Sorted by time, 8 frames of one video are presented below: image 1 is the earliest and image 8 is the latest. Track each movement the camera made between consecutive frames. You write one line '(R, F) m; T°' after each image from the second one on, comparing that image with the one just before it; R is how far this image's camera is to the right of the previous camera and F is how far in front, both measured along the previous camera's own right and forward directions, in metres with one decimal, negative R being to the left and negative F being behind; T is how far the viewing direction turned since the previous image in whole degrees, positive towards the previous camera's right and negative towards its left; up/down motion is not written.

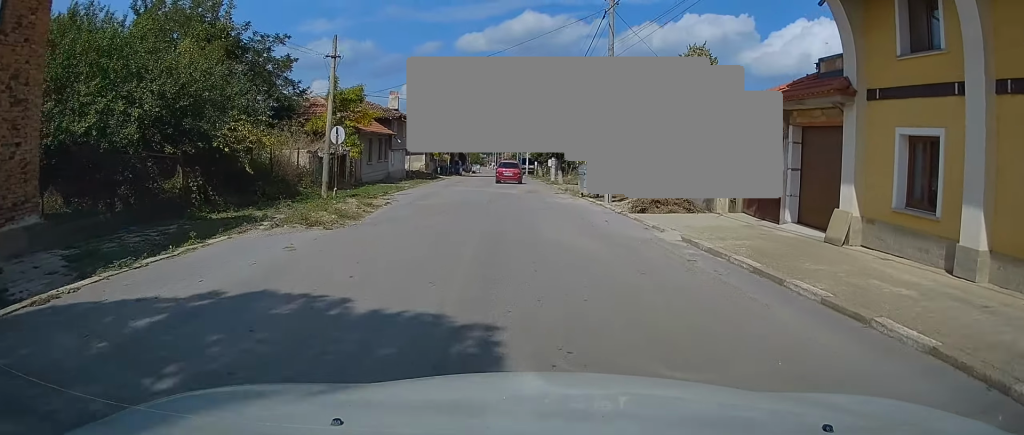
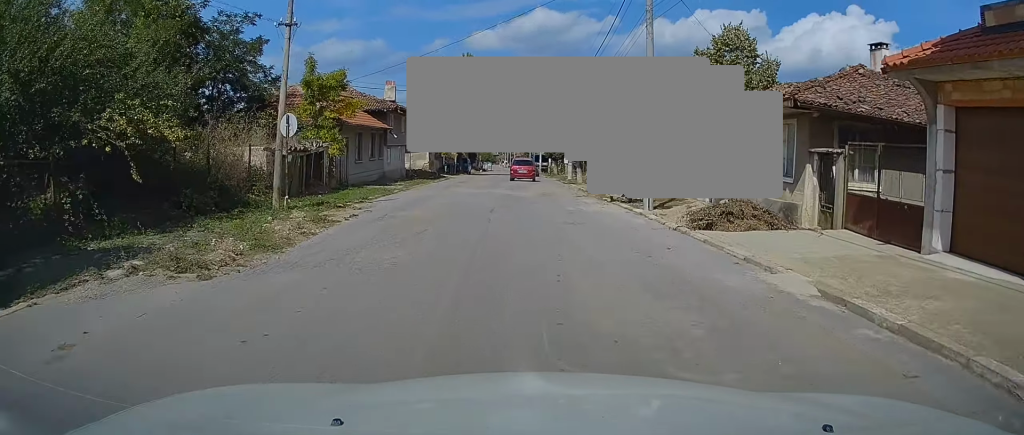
(0.0, +5.6) m; 0°
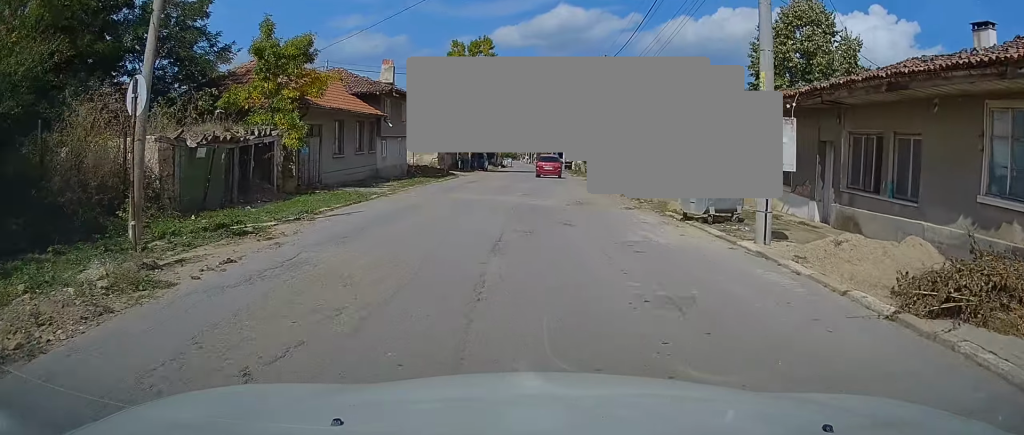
(0.0, +7.4) m; -1°
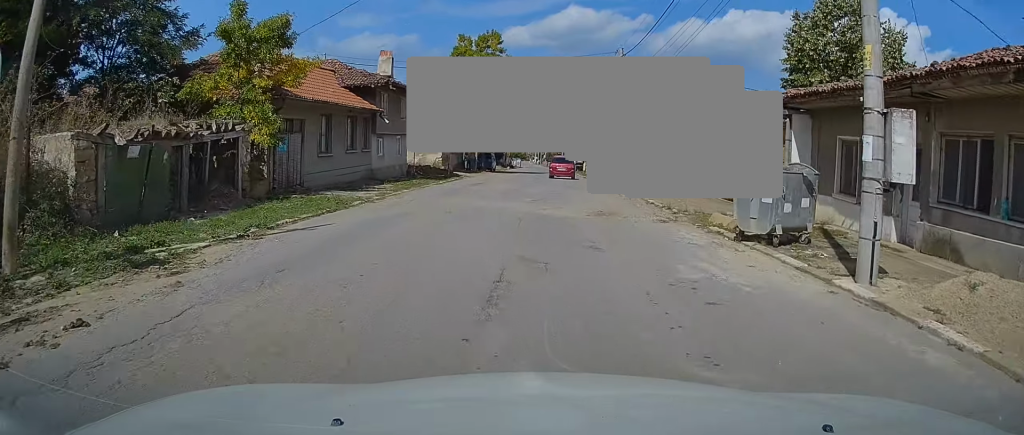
(-0.1, +3.4) m; -1°
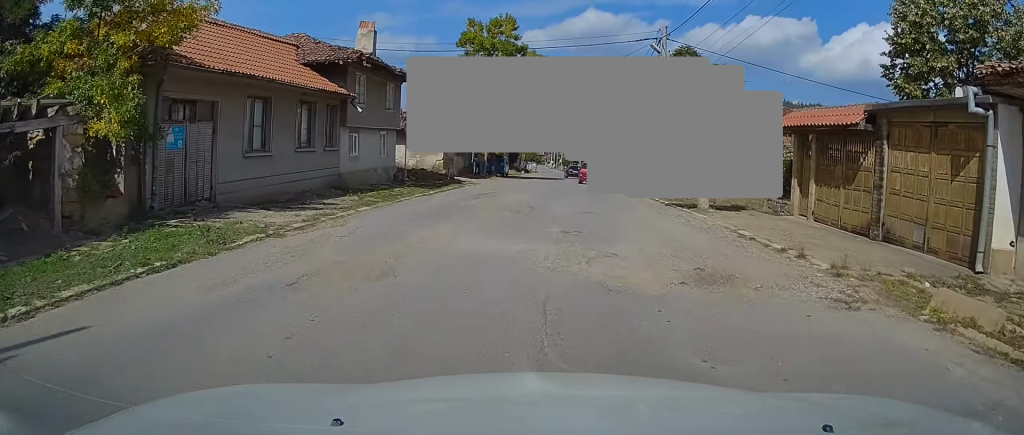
(-0.2, +8.0) m; -1°
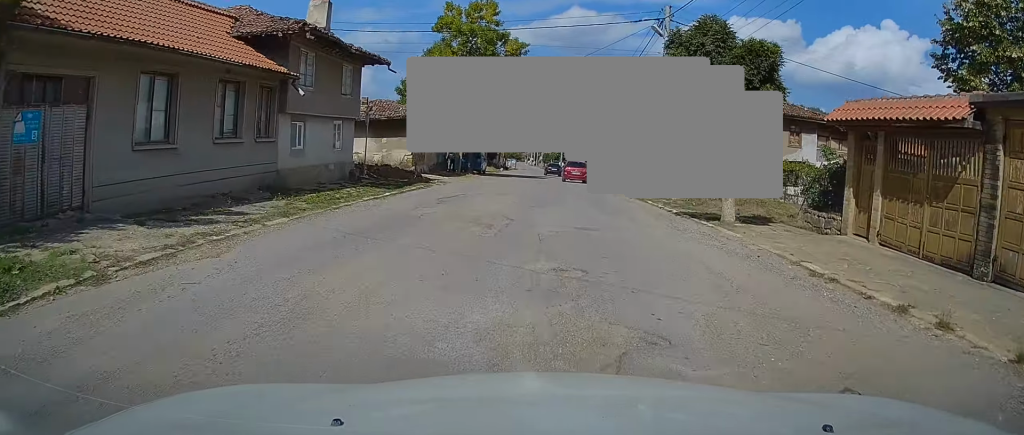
(-0.1, +4.5) m; +1°
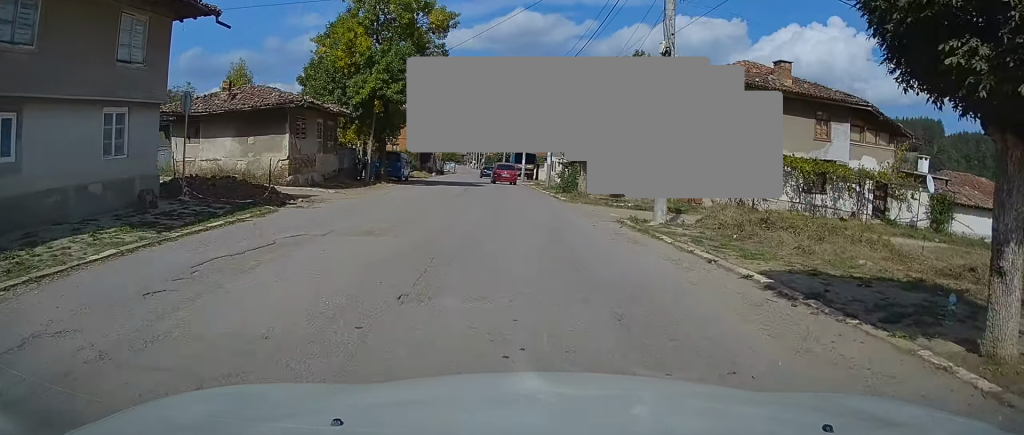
(+0.7, +11.4) m; +5°
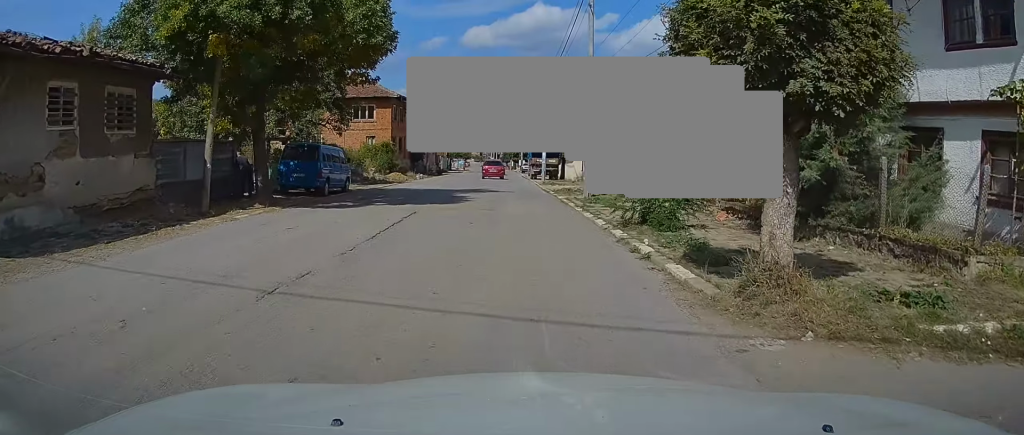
(-0.3, +18.8) m; -2°
